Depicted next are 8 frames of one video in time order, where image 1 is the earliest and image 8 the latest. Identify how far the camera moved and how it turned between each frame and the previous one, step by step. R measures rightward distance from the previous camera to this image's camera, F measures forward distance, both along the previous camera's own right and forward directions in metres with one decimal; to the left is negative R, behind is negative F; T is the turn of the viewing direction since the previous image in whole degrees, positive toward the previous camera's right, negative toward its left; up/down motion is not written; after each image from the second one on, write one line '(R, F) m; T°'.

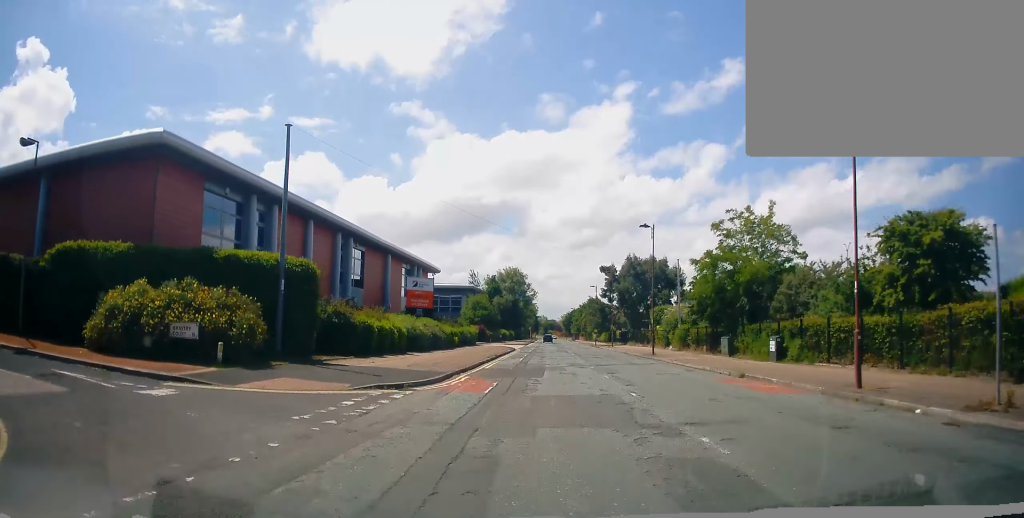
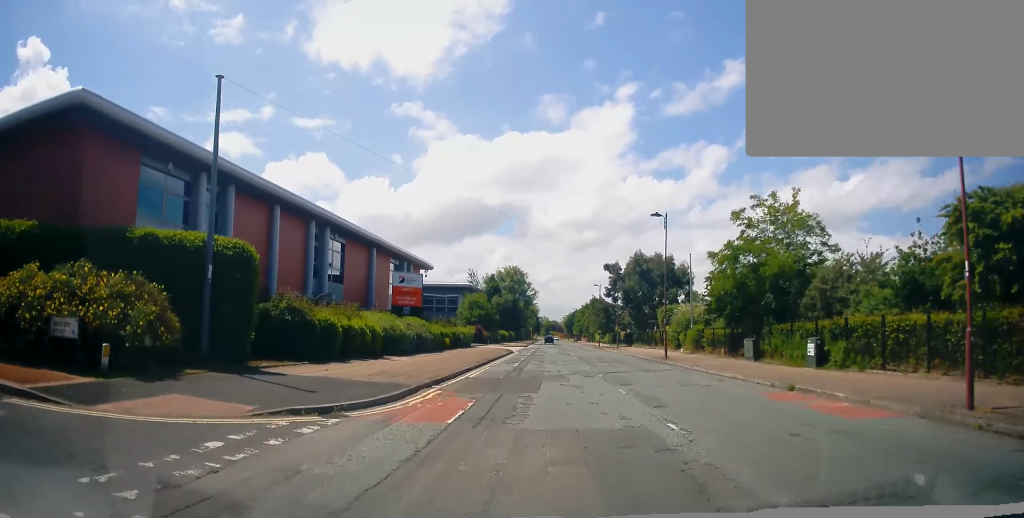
(0.0, +4.4) m; +1°
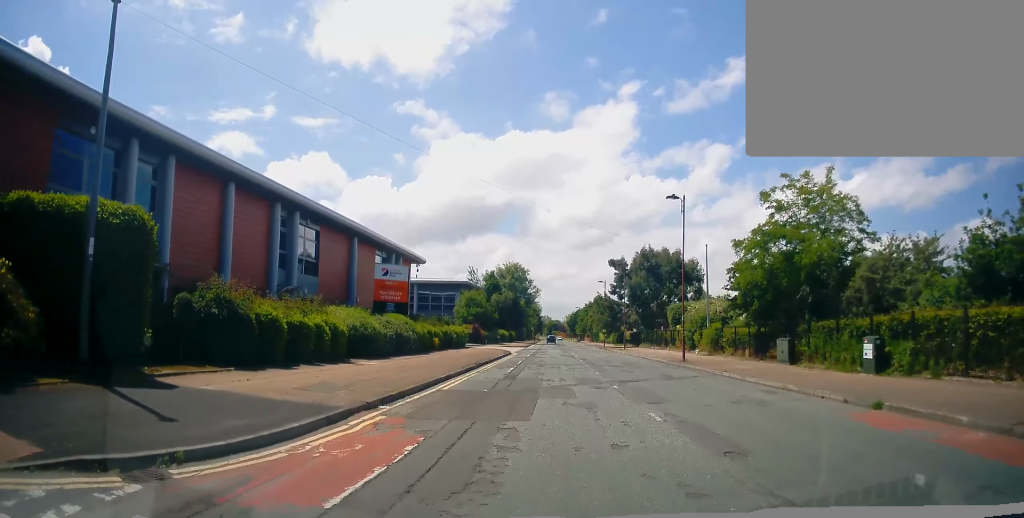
(0.0, +4.7) m; +1°
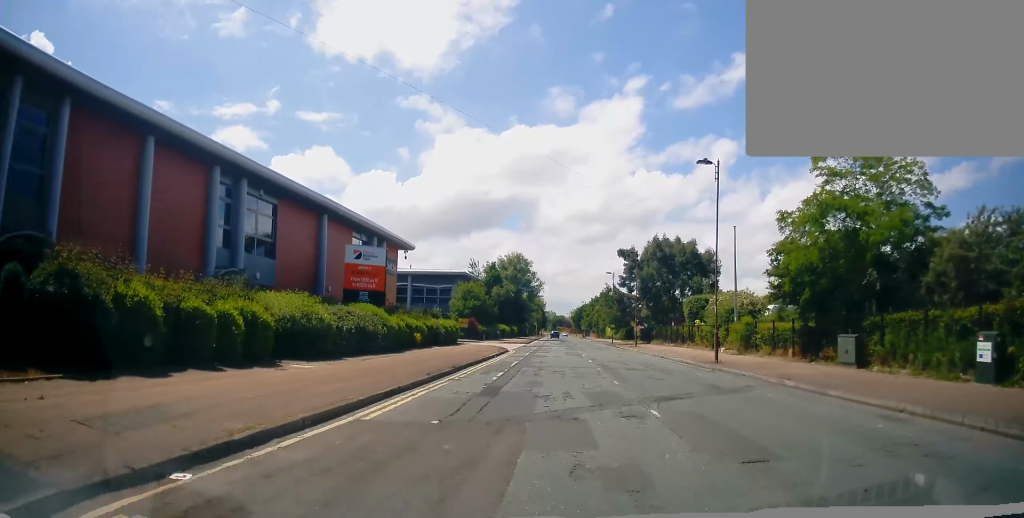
(+0.1, +6.0) m; +1°
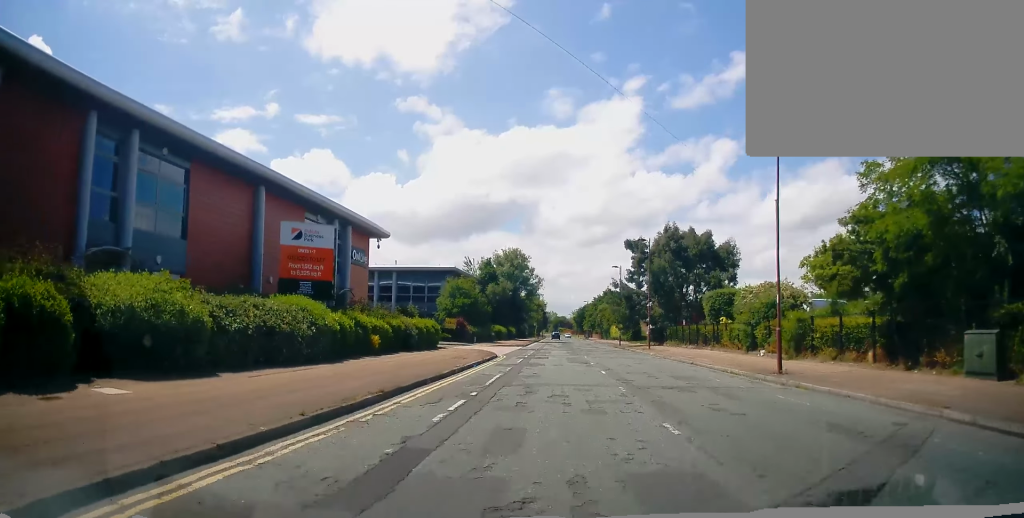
(0.0, +7.6) m; -1°
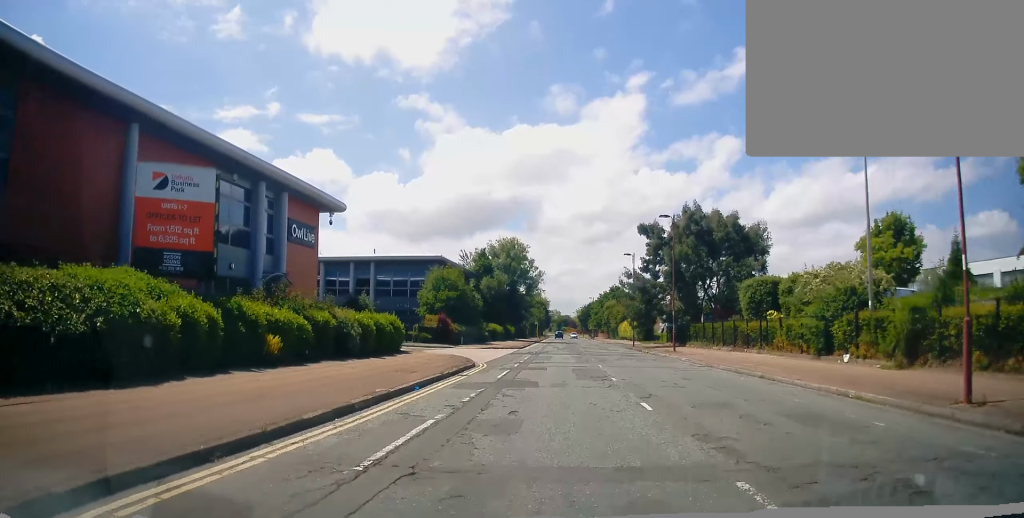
(-0.2, +9.6) m; -2°
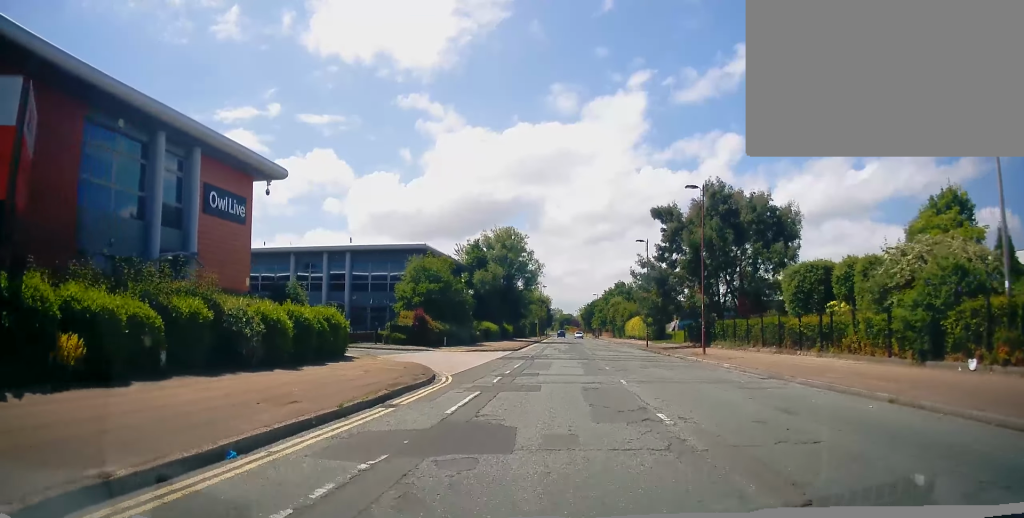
(0.0, +7.9) m; -1°
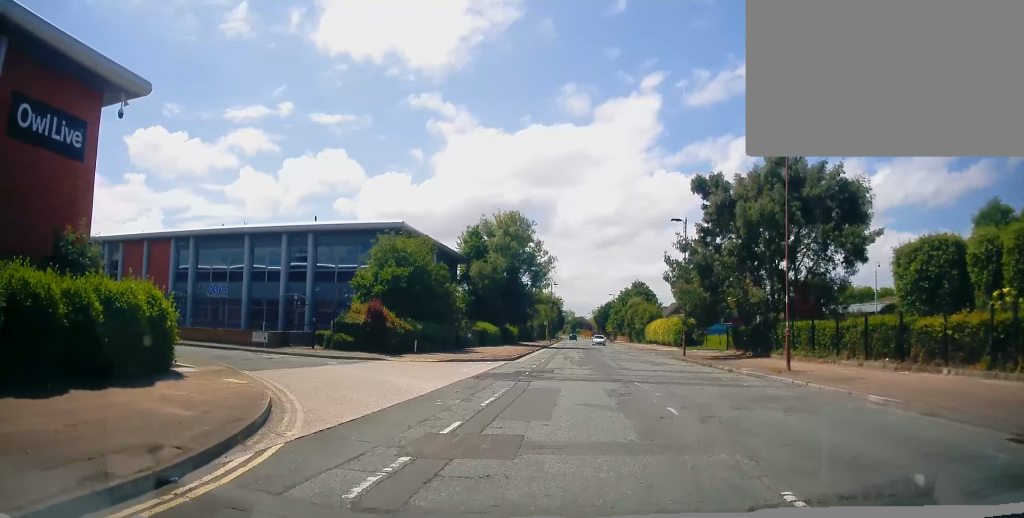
(+0.1, +10.9) m; -1°
